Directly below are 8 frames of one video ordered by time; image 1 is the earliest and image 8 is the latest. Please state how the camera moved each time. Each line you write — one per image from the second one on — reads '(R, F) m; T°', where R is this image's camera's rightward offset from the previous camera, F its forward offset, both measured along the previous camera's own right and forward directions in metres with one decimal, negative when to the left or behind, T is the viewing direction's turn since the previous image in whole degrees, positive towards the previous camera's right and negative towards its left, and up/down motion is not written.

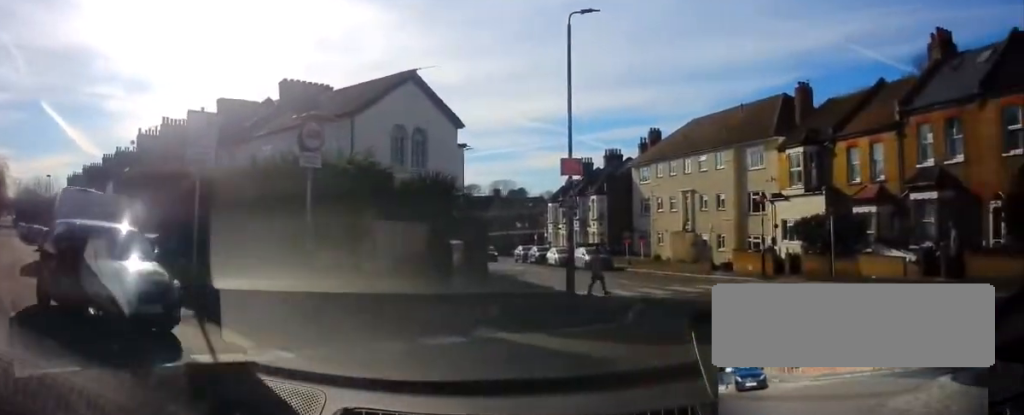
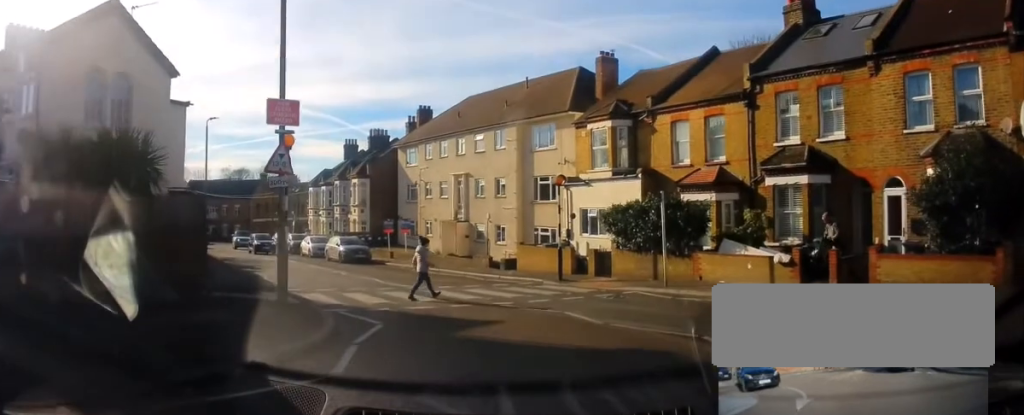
(+1.3, +5.4) m; +24°
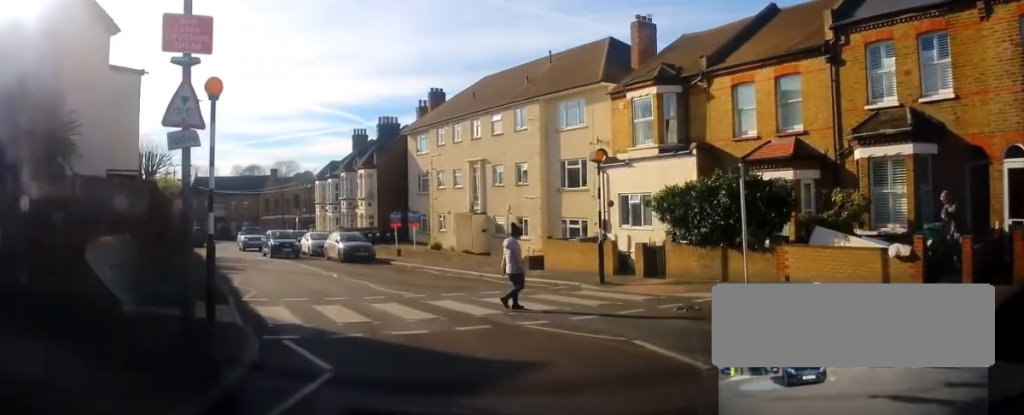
(+0.4, +4.2) m; +4°
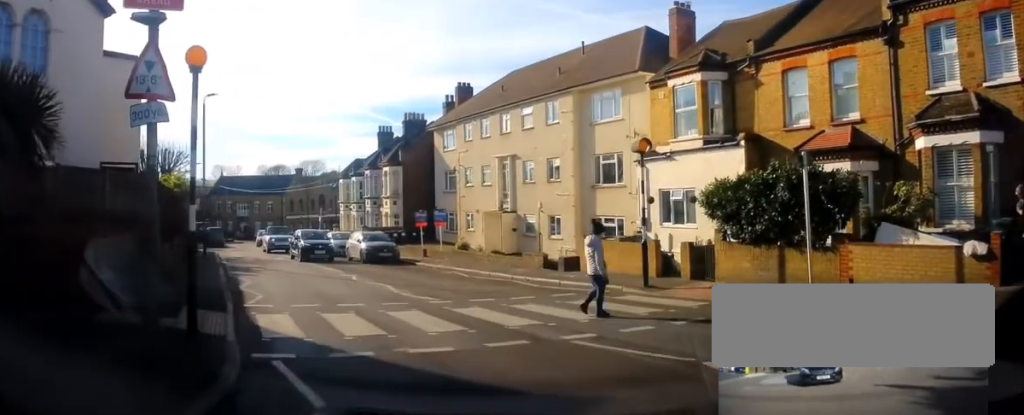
(-0.2, +1.8) m; +1°
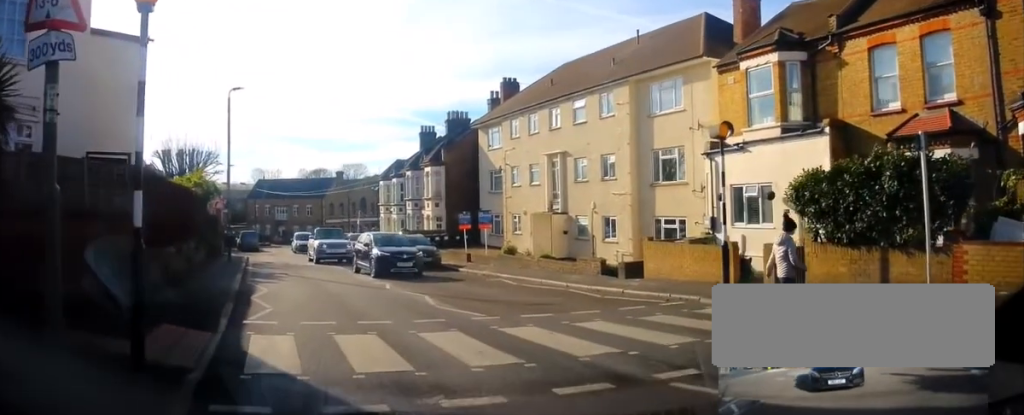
(+0.4, +3.2) m; -7°
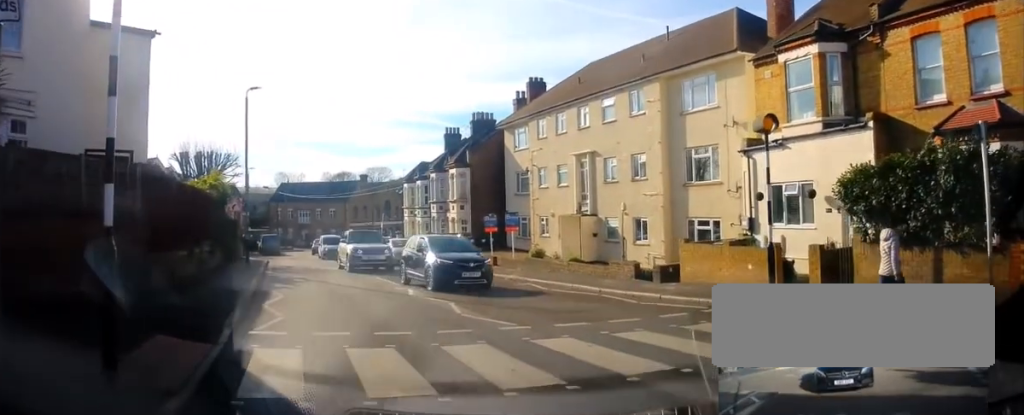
(-0.4, +1.2) m; -9°
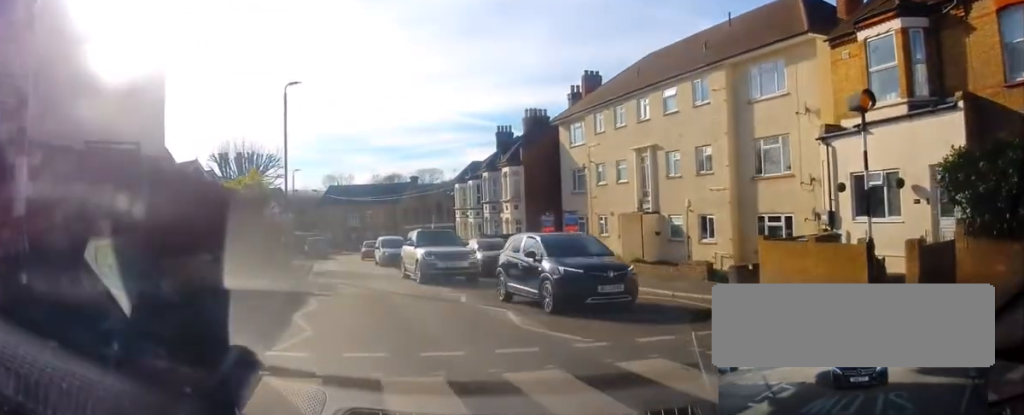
(-0.2, +1.7) m; -6°
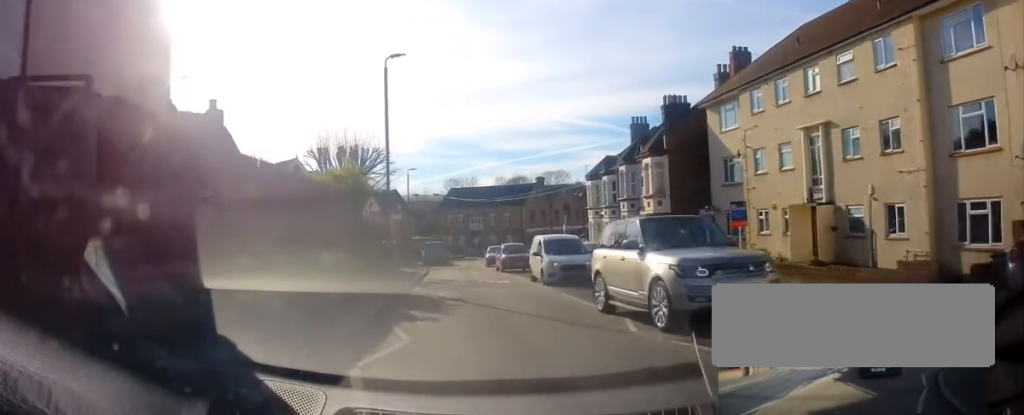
(+0.1, +4.2) m; -4°
